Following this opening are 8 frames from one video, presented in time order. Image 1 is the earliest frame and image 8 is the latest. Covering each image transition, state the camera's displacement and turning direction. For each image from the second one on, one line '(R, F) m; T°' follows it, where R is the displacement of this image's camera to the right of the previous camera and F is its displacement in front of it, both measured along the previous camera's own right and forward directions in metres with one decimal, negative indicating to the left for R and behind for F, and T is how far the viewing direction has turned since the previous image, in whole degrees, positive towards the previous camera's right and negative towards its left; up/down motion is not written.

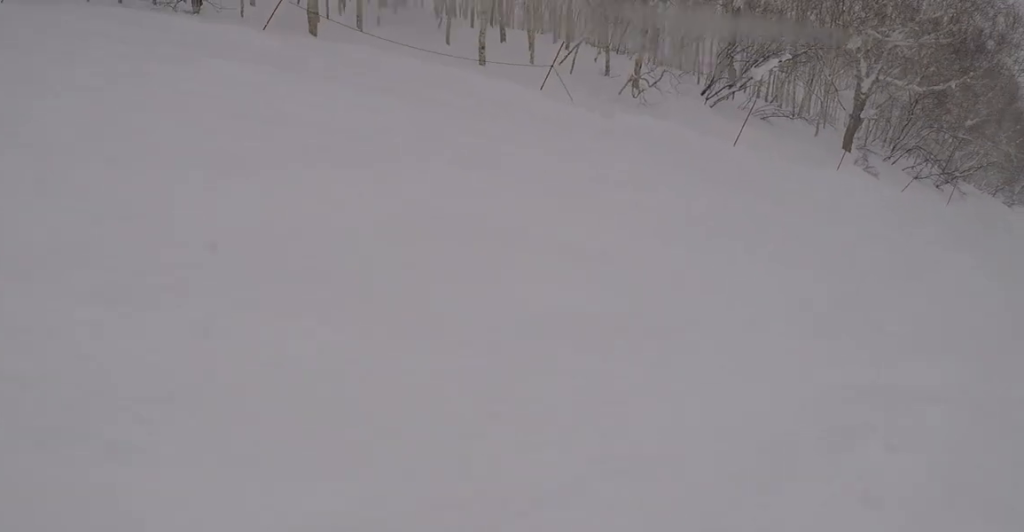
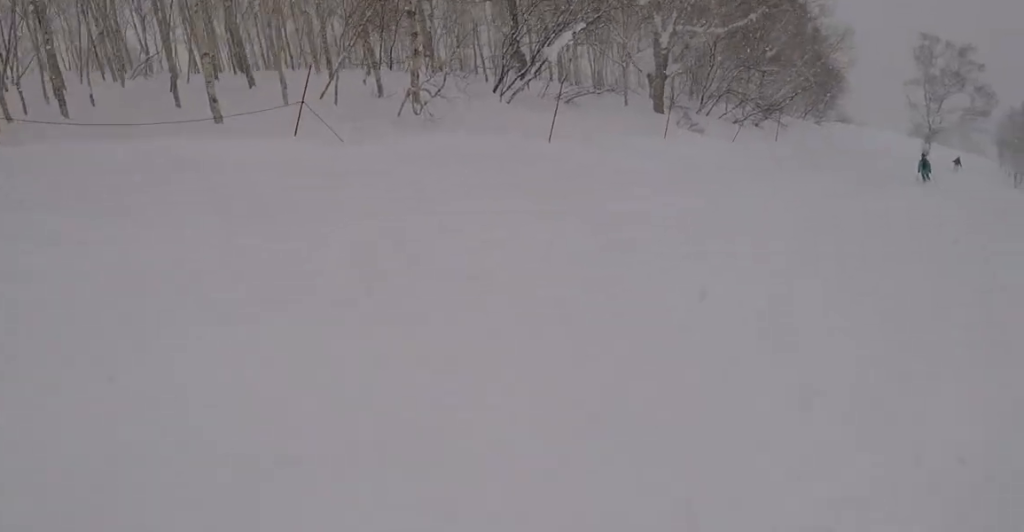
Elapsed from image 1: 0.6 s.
(-0.1, +3.6) m; +22°
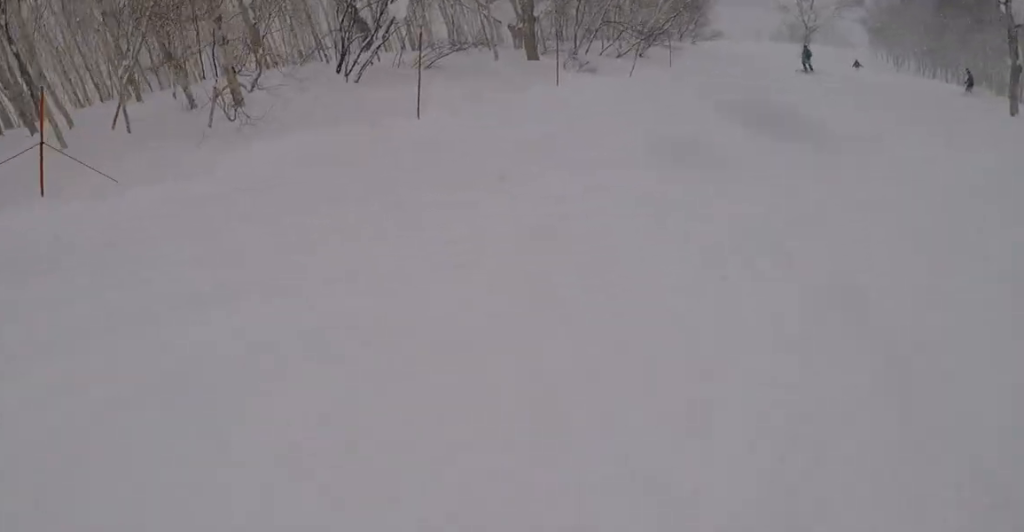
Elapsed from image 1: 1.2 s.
(+0.5, +3.1) m; +18°
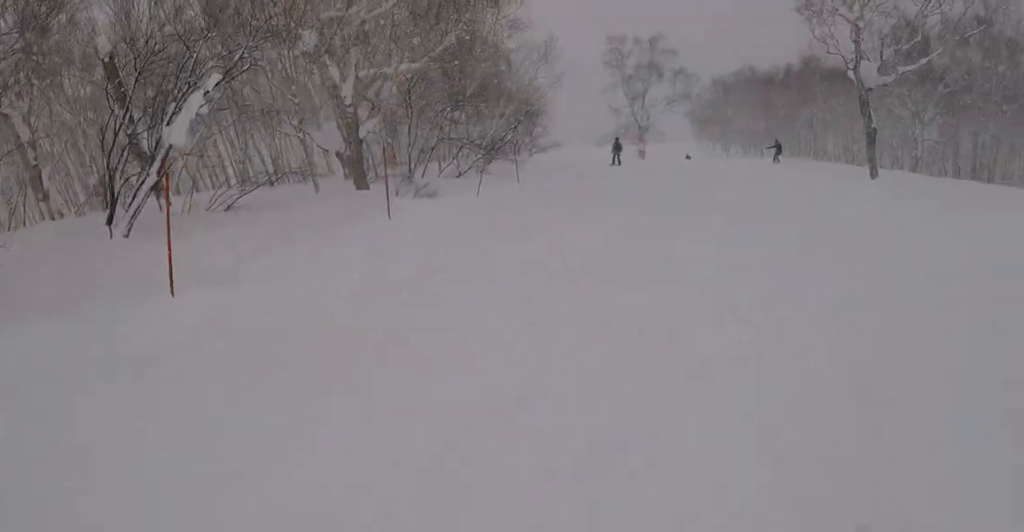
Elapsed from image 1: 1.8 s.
(+1.6, +3.4) m; +14°
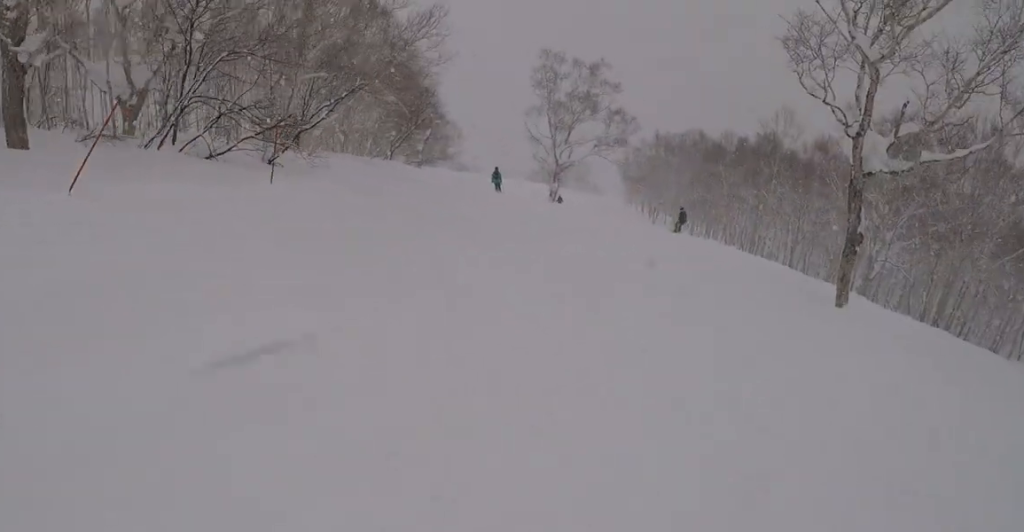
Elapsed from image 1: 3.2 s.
(-0.5, +9.5) m; -6°
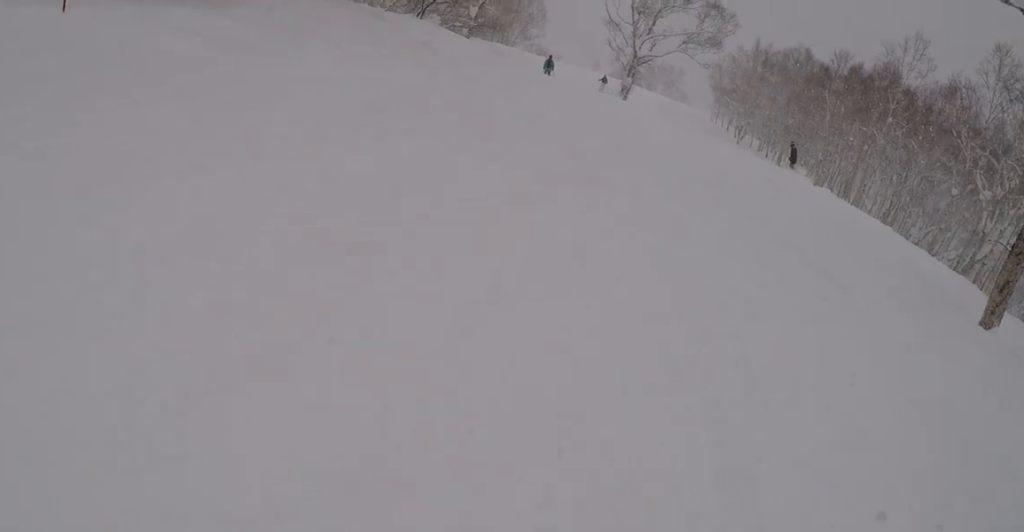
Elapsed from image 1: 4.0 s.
(0.0, +5.9) m; -5°
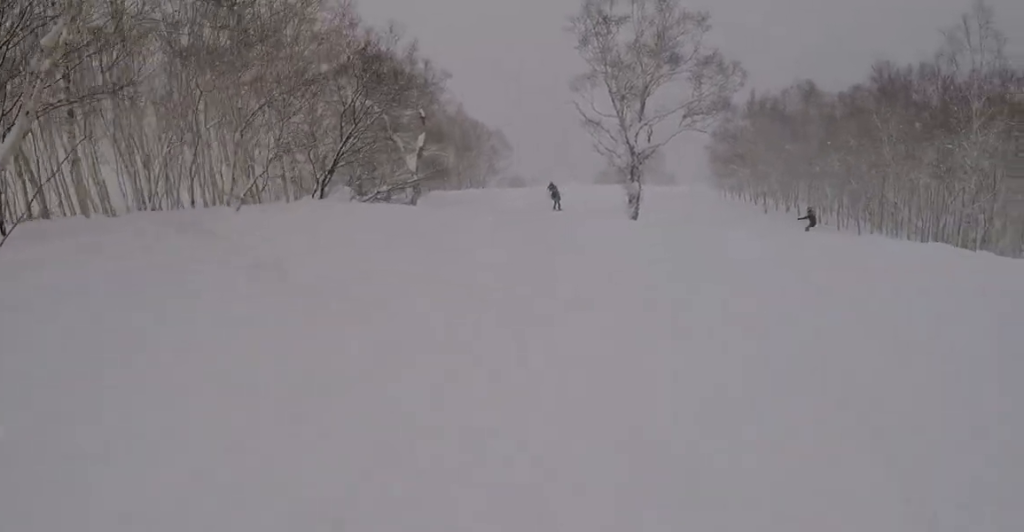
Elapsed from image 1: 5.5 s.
(+0.7, +10.1) m; +10°
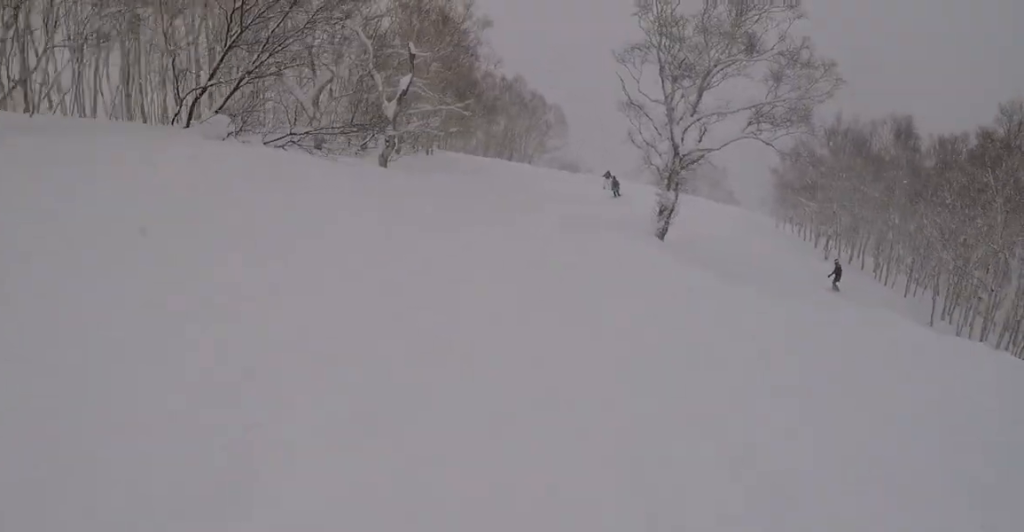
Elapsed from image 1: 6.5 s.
(+0.1, +7.0) m; -10°
